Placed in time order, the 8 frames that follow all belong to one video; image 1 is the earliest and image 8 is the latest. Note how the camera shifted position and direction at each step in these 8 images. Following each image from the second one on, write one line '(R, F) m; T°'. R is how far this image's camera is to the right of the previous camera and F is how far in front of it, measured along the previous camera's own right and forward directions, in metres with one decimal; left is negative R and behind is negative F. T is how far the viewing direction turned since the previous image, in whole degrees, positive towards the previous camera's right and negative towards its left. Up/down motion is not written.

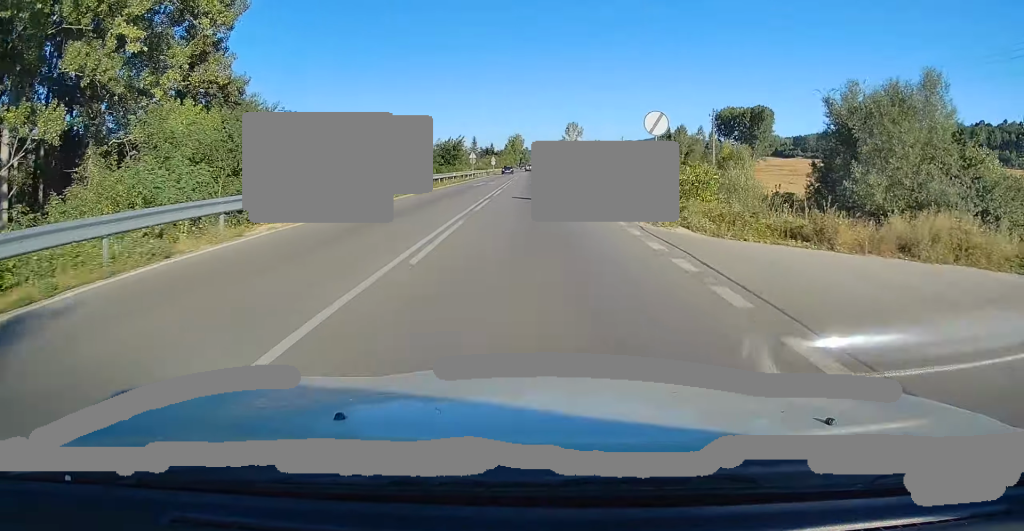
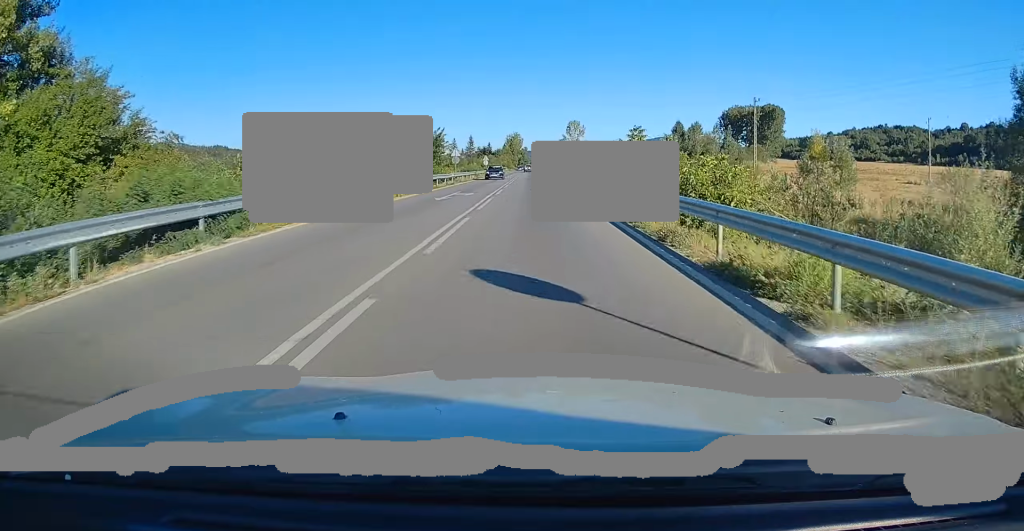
(0.0, +16.6) m; 0°
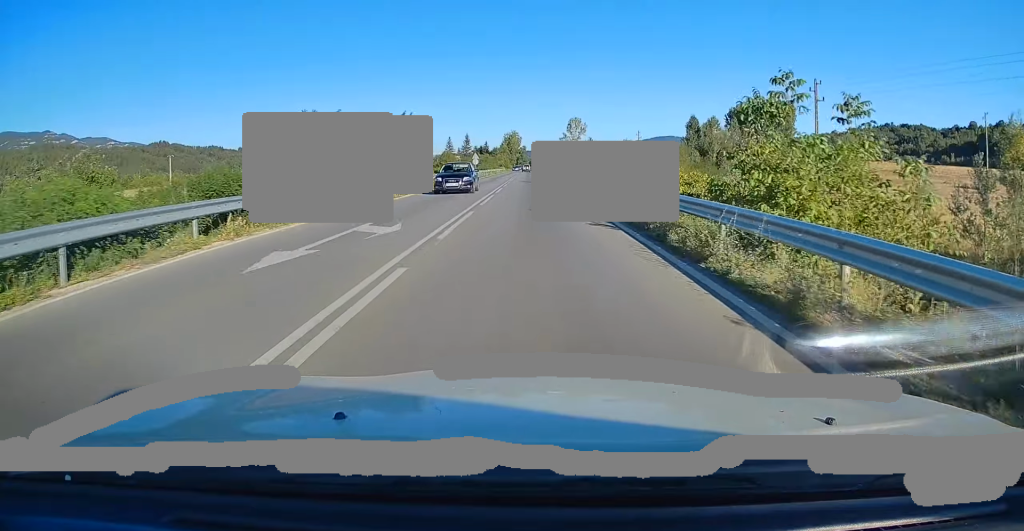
(+0.3, +16.1) m; -1°
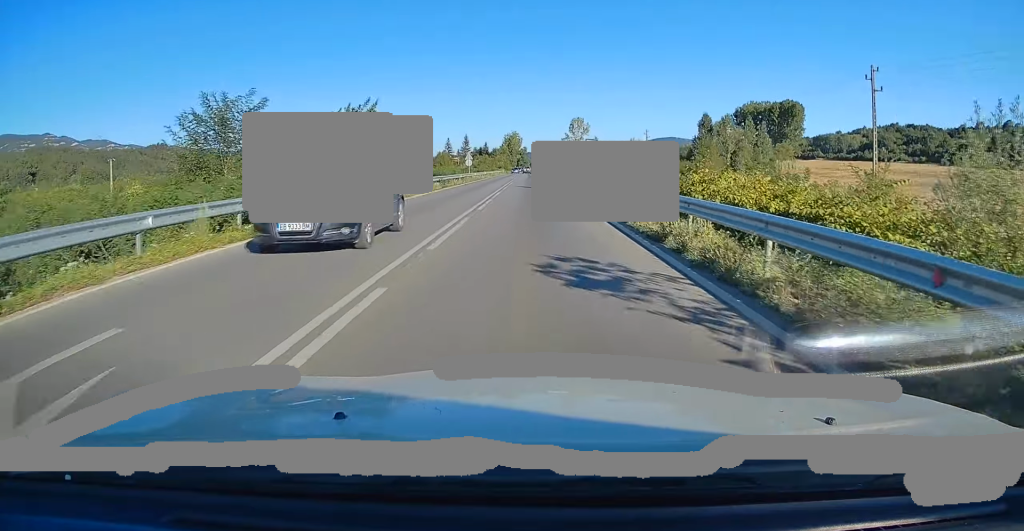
(-0.4, +10.0) m; 0°
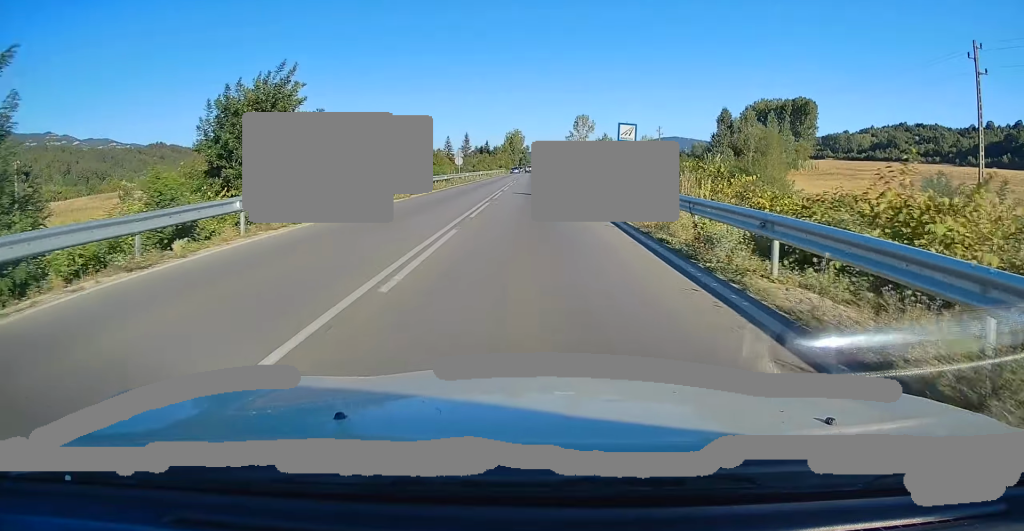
(-0.4, +12.2) m; 0°
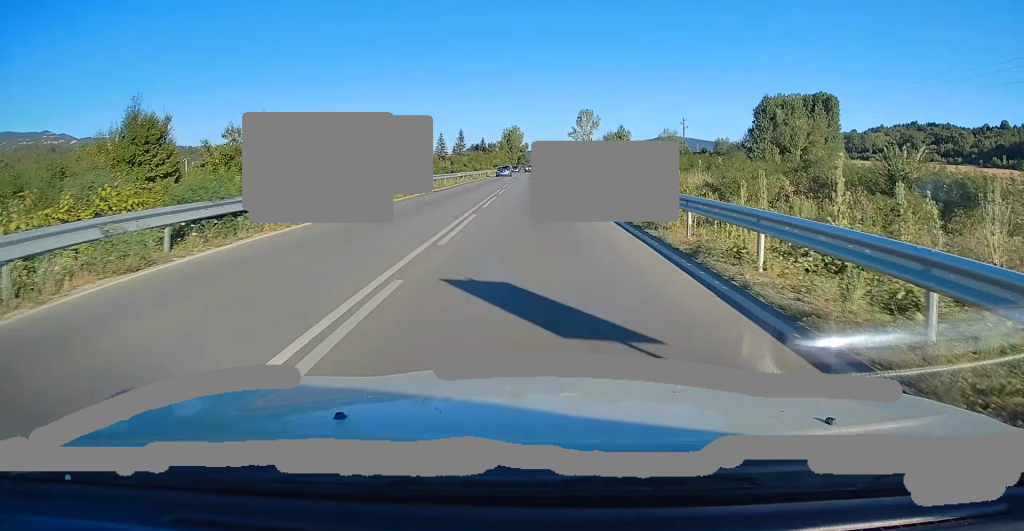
(+0.7, +23.1) m; +1°
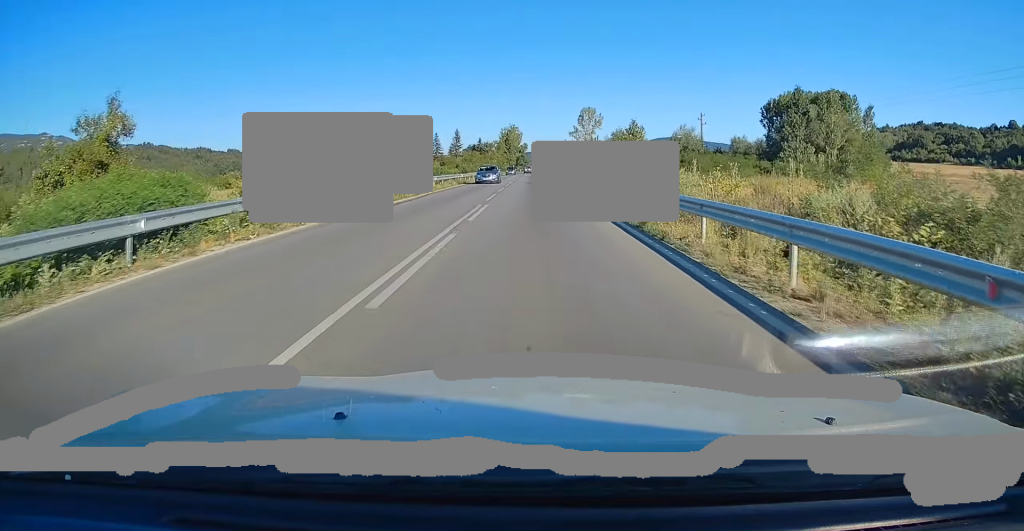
(-0.3, +13.1) m; 0°
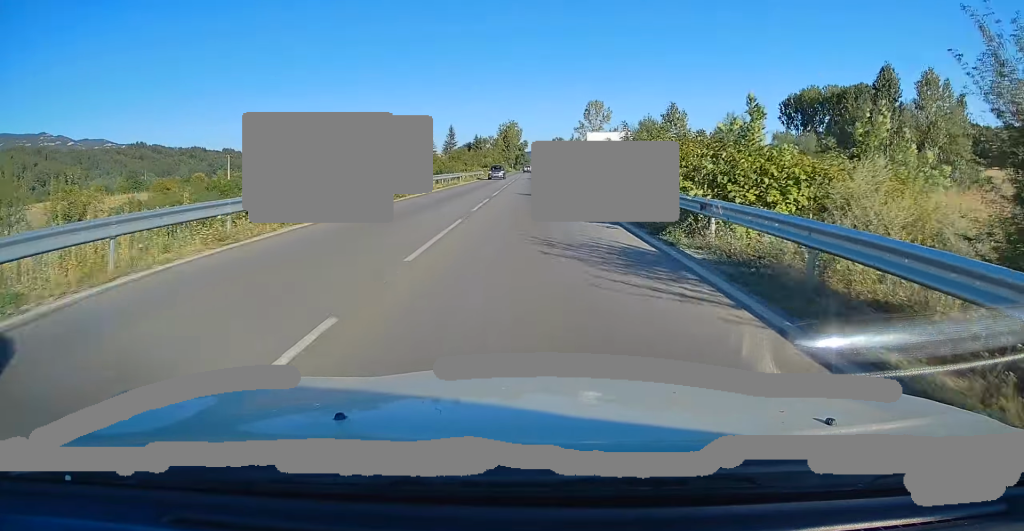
(+0.1, +24.4) m; +1°
